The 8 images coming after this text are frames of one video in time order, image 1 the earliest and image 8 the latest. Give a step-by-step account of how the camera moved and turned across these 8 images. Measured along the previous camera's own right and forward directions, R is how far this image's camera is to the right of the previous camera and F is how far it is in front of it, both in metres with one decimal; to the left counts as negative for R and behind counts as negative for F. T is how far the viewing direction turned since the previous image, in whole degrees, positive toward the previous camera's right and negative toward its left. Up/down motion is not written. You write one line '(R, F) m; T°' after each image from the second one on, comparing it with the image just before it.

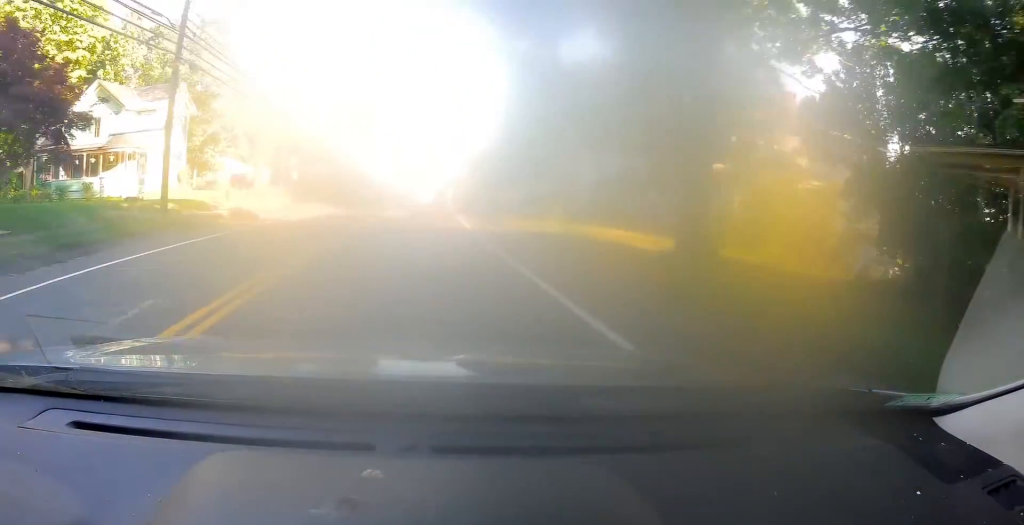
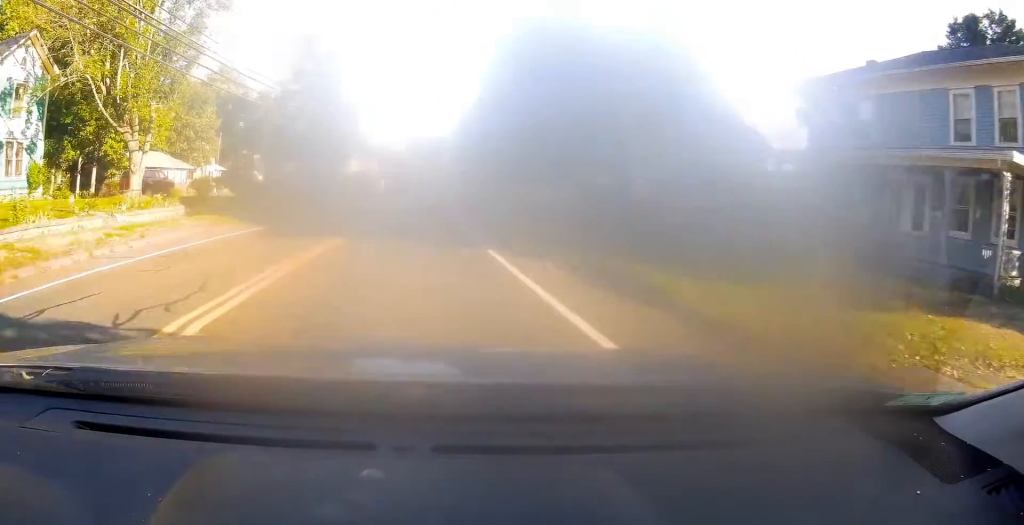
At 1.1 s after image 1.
(+0.3, +18.8) m; +2°
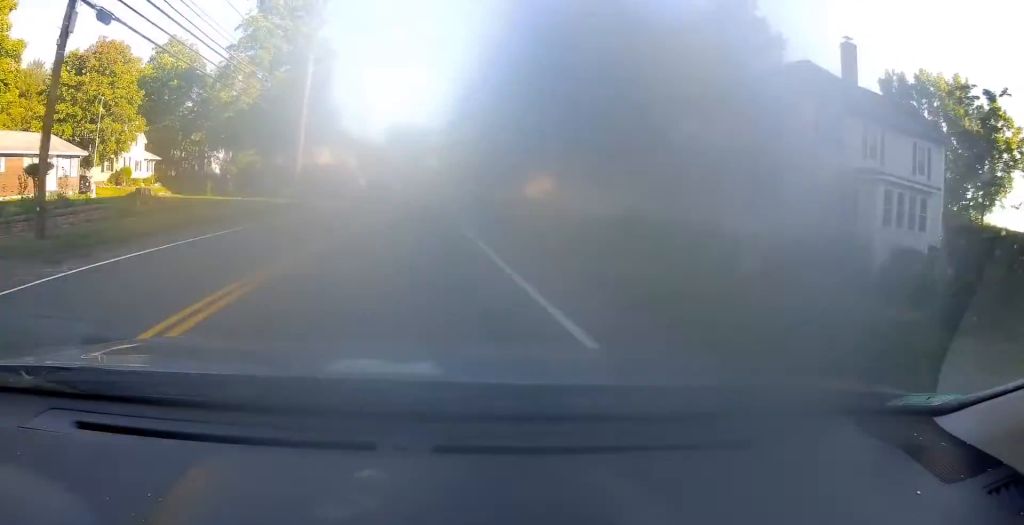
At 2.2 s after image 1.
(+0.1, +17.8) m; 0°
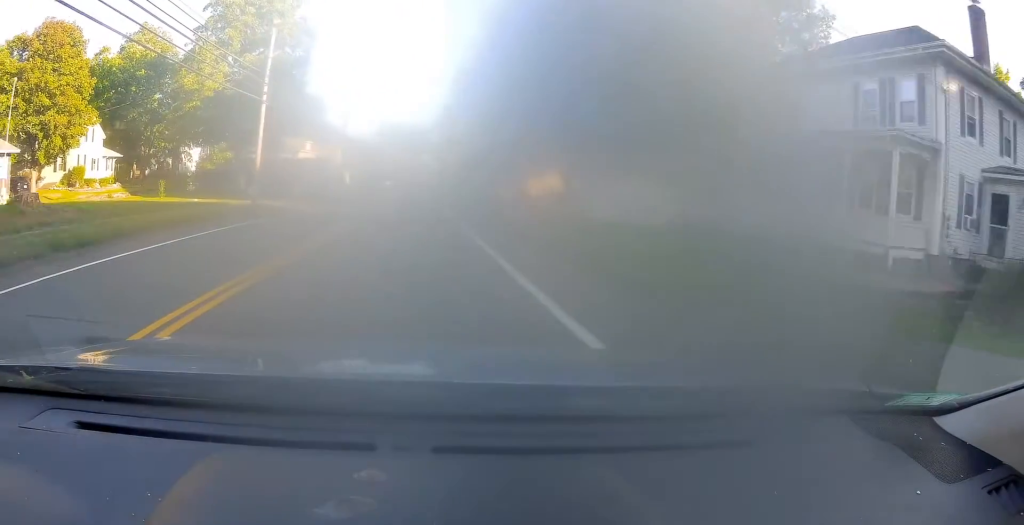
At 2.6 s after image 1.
(-0.2, +7.8) m; 0°
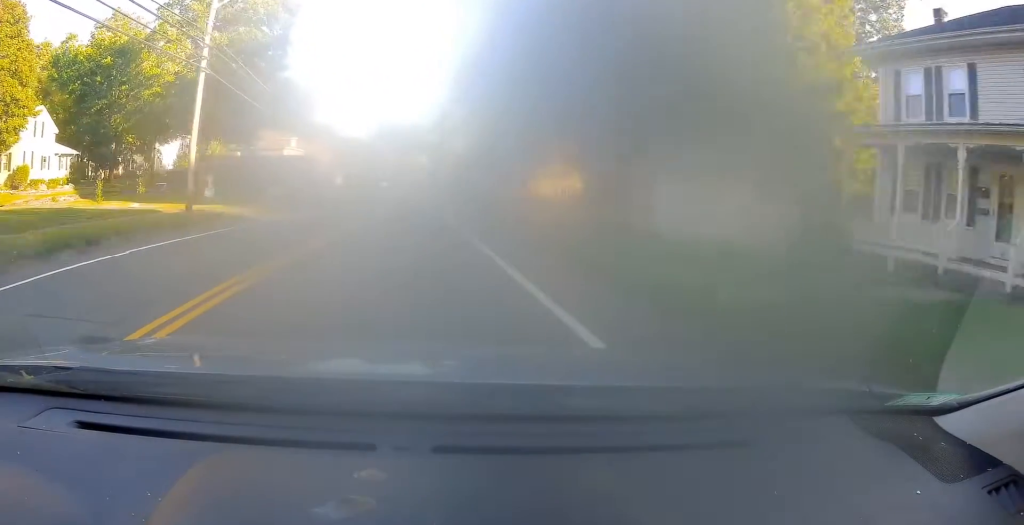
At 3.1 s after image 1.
(+0.1, +8.4) m; +1°
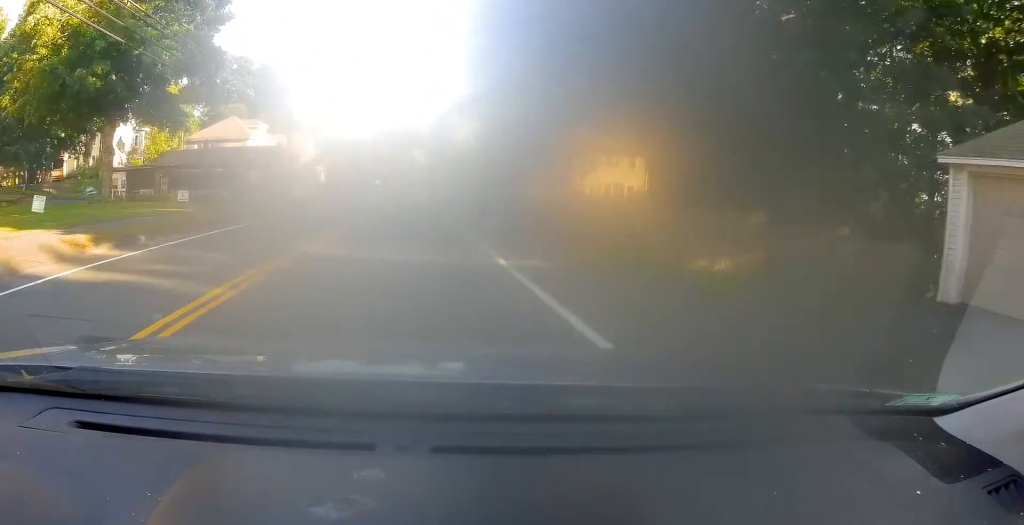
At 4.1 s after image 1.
(+0.4, +16.2) m; +3°
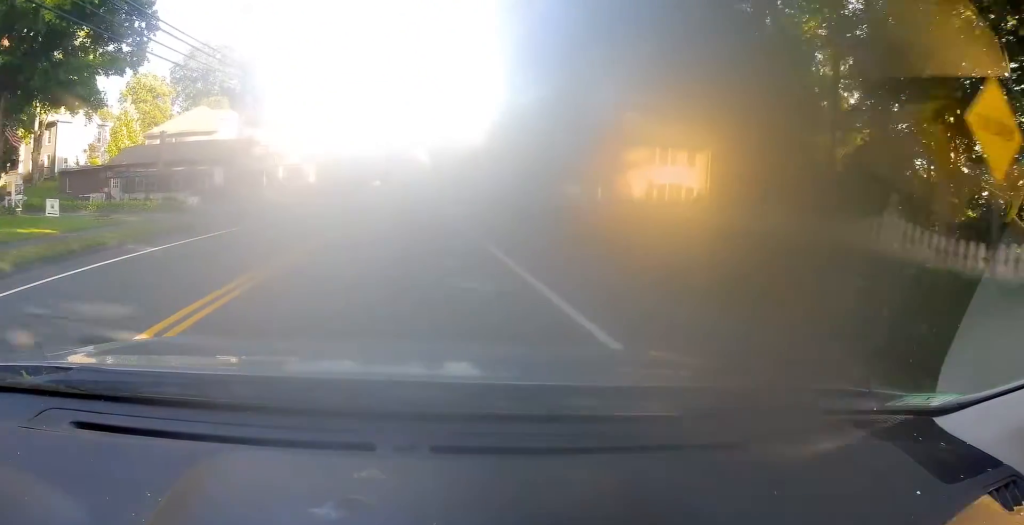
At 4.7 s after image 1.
(+0.3, +10.1) m; +1°
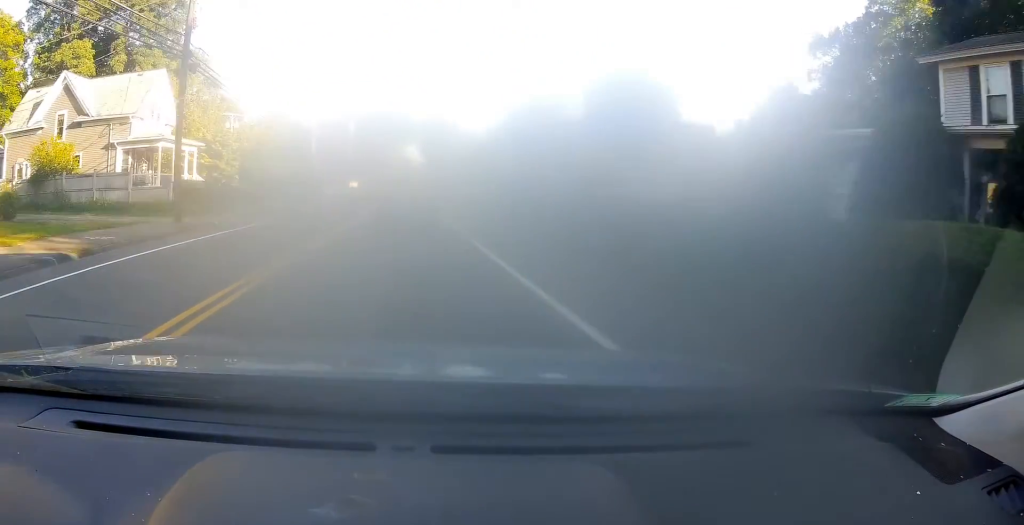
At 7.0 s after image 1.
(-1.3, +39.5) m; -2°
